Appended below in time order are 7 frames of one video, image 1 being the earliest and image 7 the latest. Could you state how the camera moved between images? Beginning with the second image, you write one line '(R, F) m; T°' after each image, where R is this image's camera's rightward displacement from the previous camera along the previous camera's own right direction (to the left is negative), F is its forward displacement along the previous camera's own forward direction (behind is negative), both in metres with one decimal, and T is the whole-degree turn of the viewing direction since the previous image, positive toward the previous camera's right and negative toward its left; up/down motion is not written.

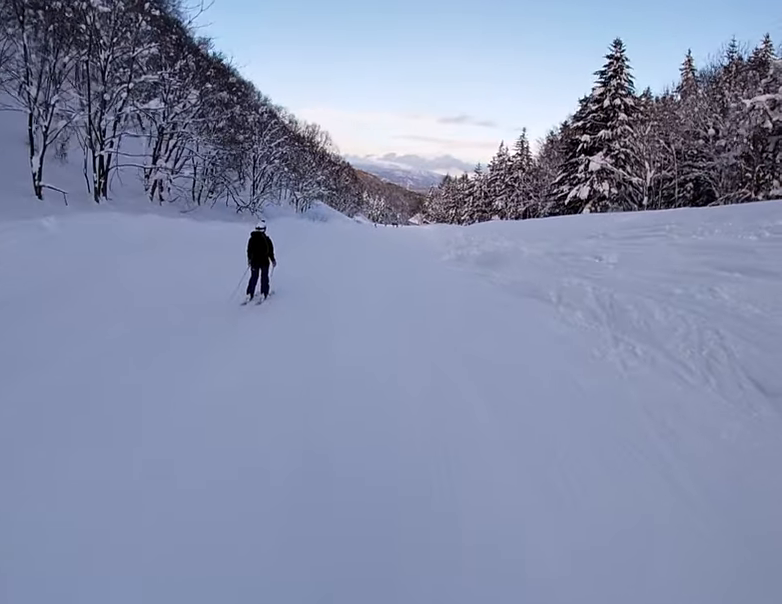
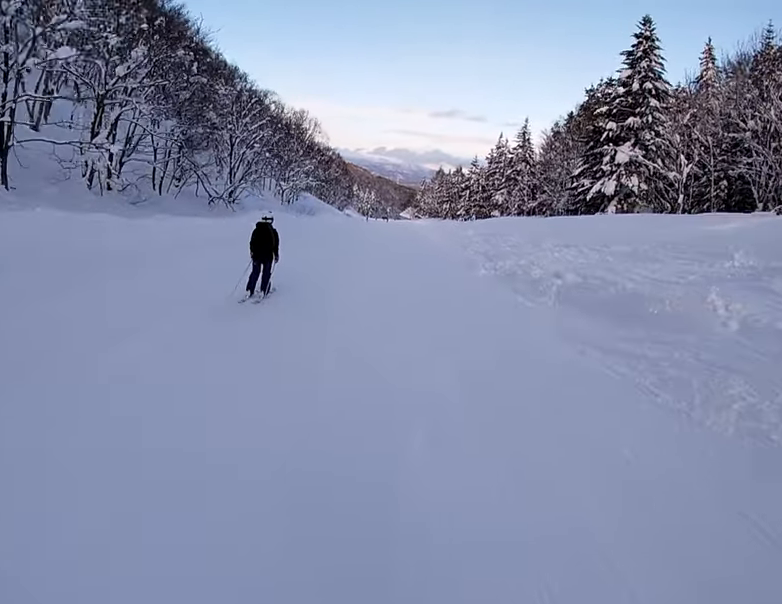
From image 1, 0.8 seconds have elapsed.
(0.0, +7.6) m; 0°
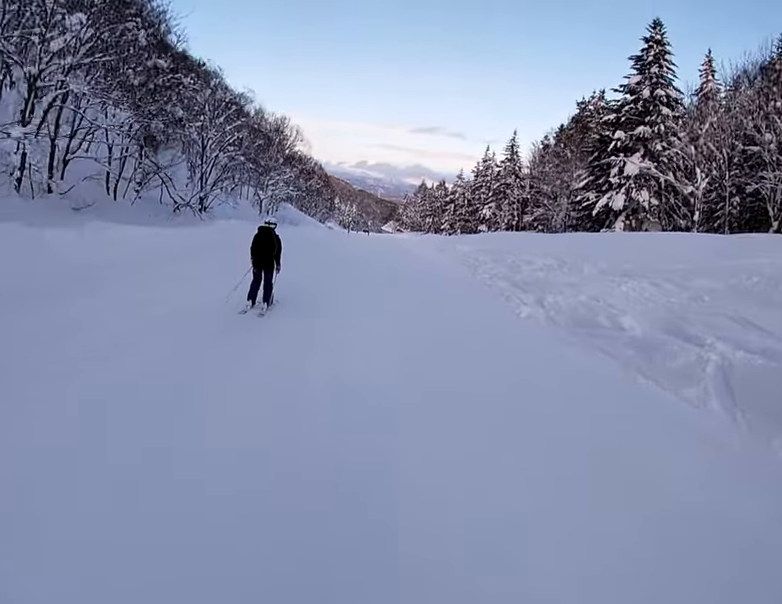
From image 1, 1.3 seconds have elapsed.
(0.0, +5.2) m; 0°
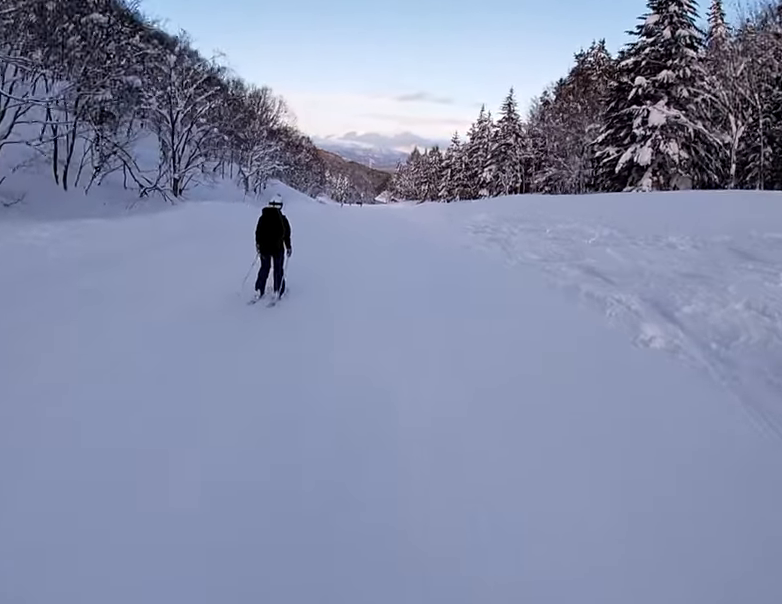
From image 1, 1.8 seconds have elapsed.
(0.0, +4.9) m; +2°
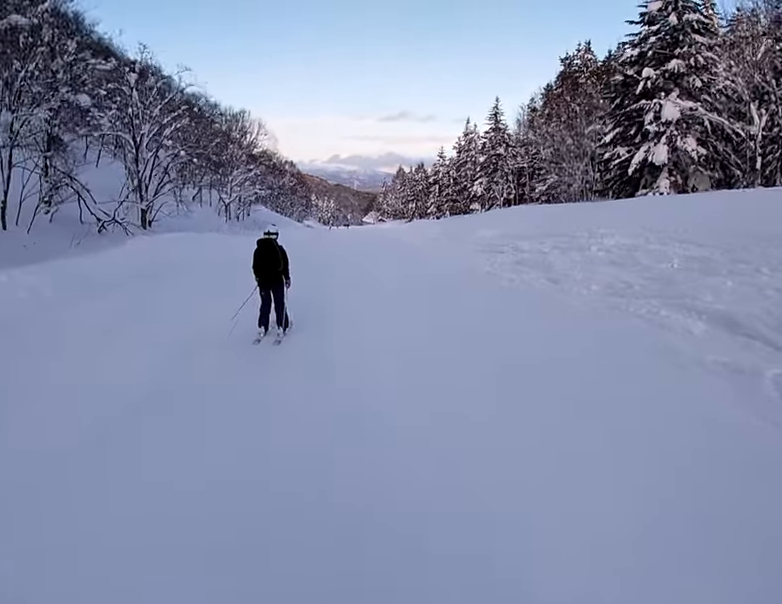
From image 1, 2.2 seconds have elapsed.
(-0.1, +4.6) m; +2°
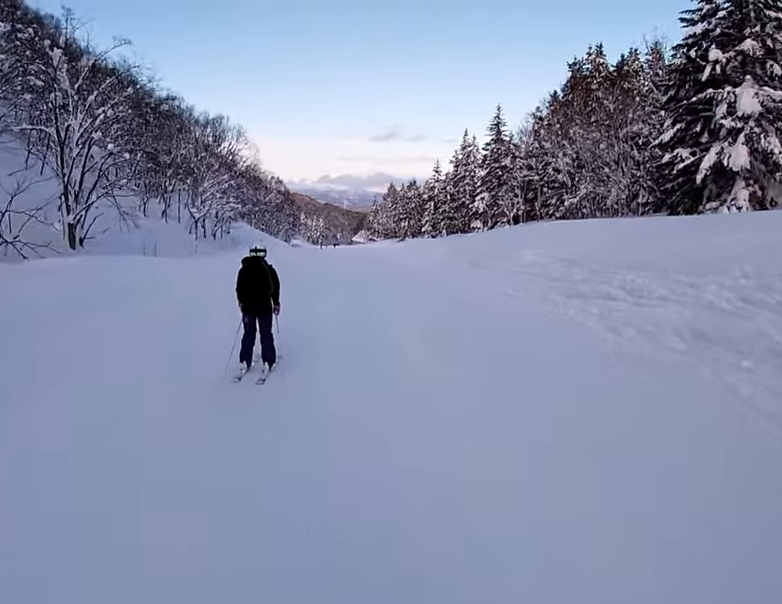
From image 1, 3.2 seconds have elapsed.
(+0.6, +9.0) m; 0°
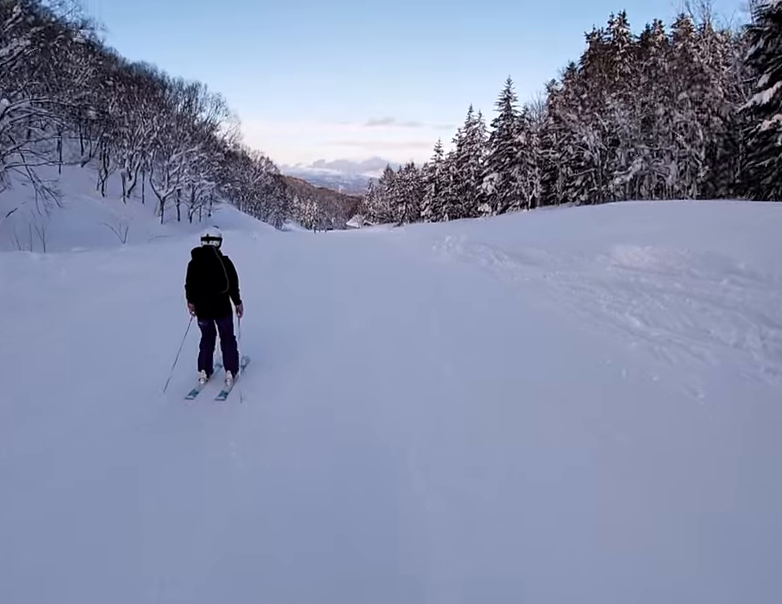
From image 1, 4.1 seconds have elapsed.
(-0.6, +8.5) m; -4°
